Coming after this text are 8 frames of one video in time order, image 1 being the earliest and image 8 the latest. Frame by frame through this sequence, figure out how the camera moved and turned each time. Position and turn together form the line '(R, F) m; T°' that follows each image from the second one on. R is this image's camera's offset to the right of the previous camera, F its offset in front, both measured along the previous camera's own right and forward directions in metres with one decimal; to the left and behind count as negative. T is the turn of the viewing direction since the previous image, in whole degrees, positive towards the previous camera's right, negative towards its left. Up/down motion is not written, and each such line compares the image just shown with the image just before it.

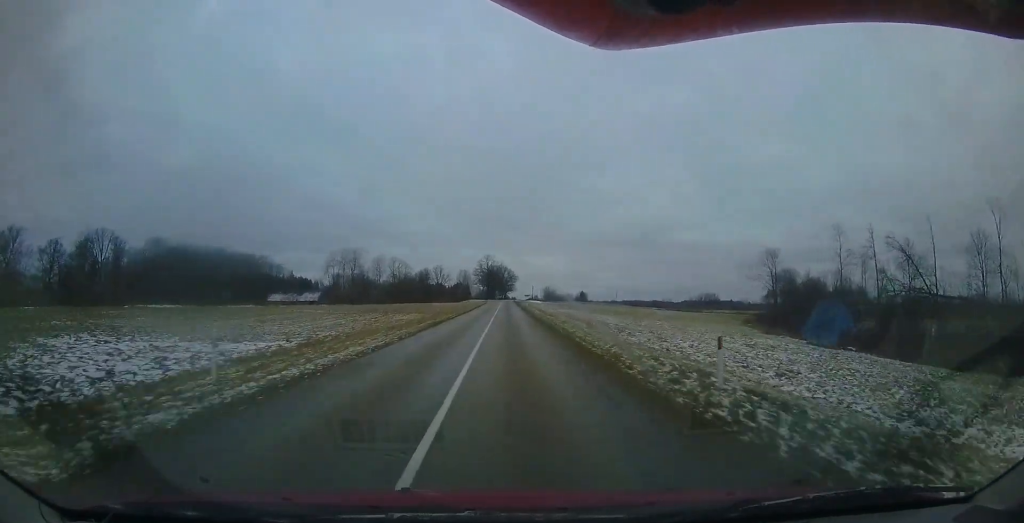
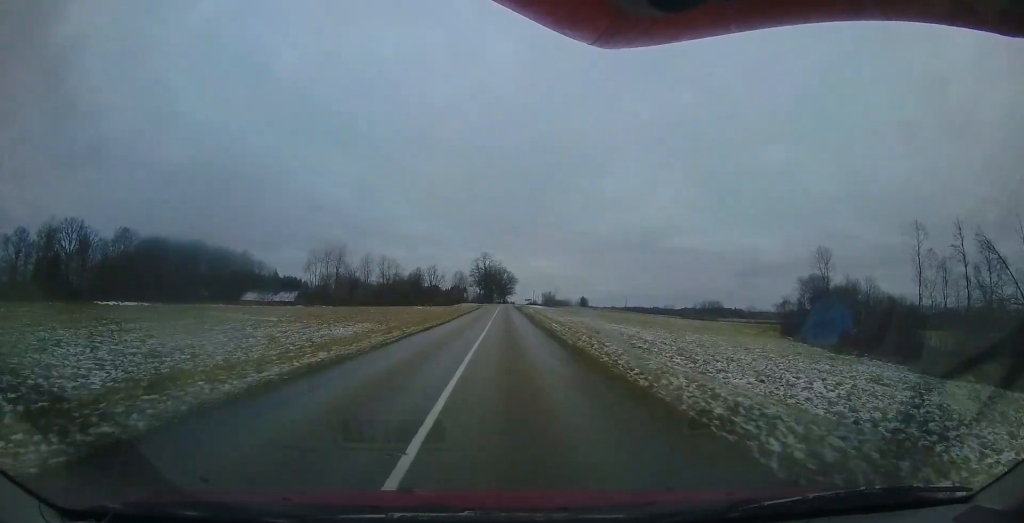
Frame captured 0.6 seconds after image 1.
(+0.2, +13.9) m; 0°
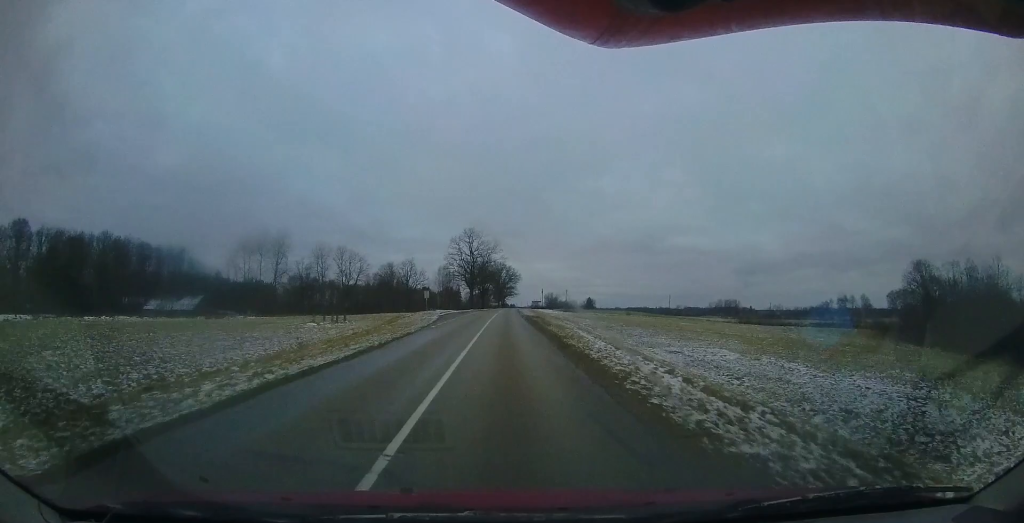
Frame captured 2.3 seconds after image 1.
(+0.1, +39.4) m; +2°
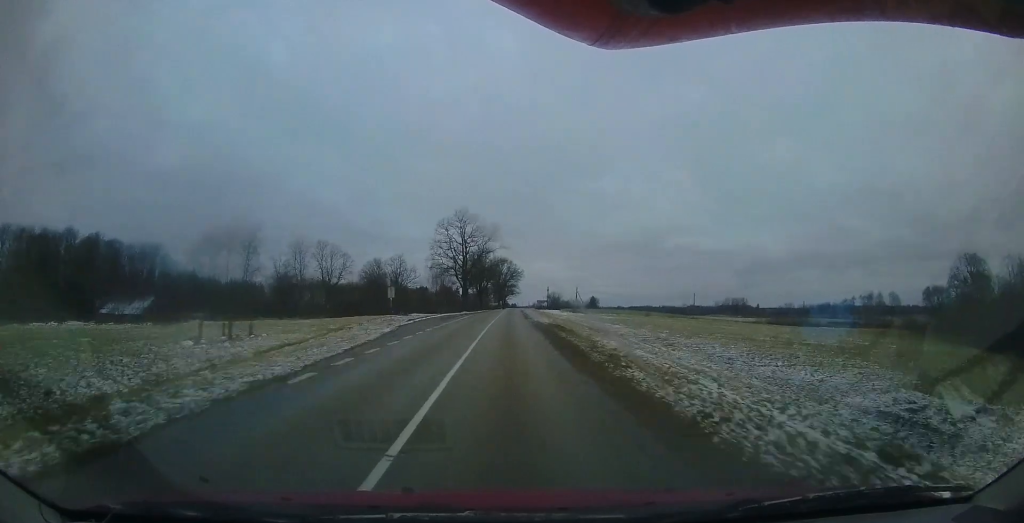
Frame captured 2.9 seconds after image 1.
(+0.6, +14.0) m; 0°
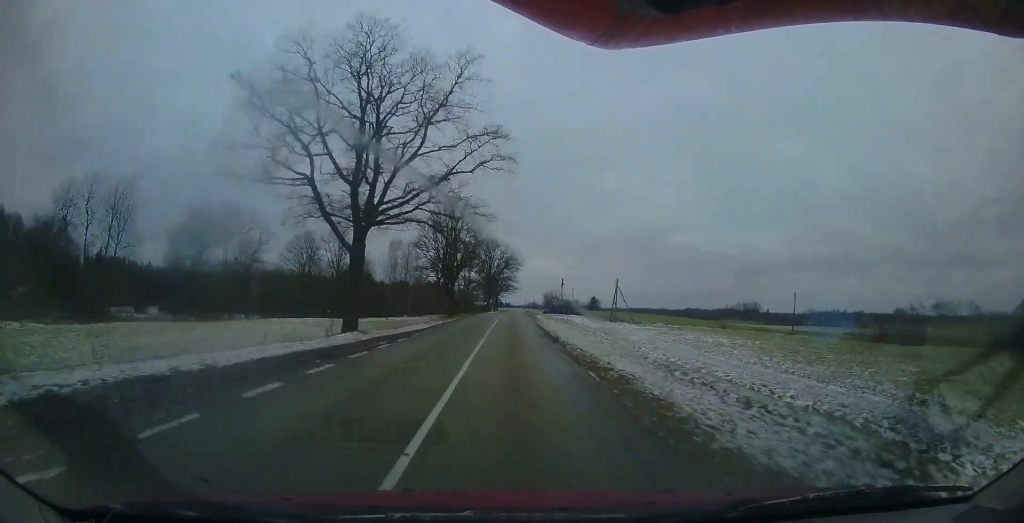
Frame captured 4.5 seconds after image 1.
(-0.8, +38.1) m; -2°
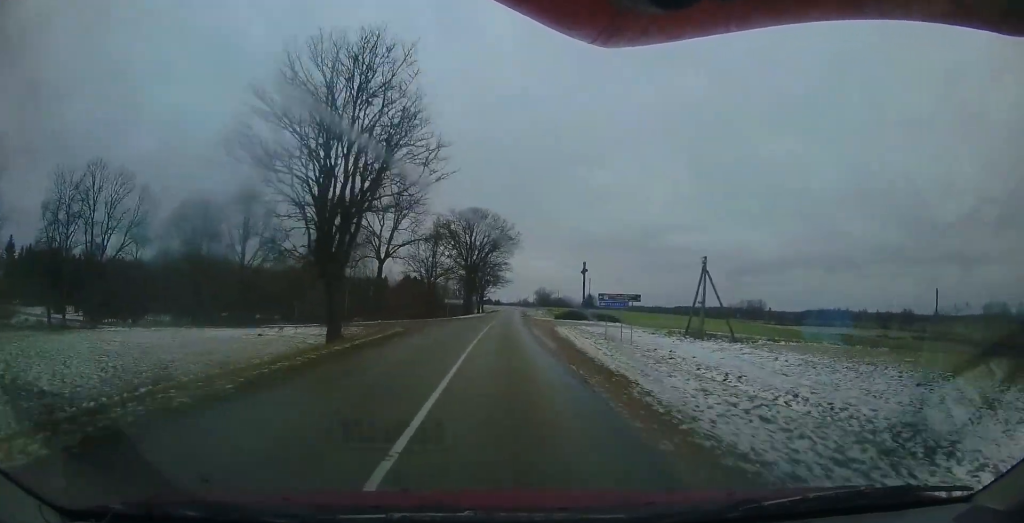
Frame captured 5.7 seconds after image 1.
(+0.2, +28.0) m; +1°
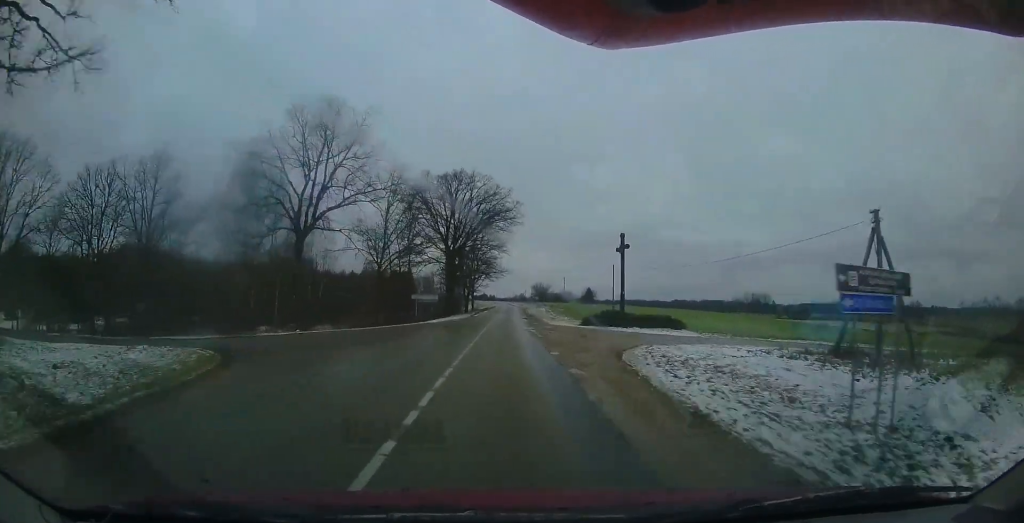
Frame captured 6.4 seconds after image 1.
(+0.1, +16.3) m; 0°
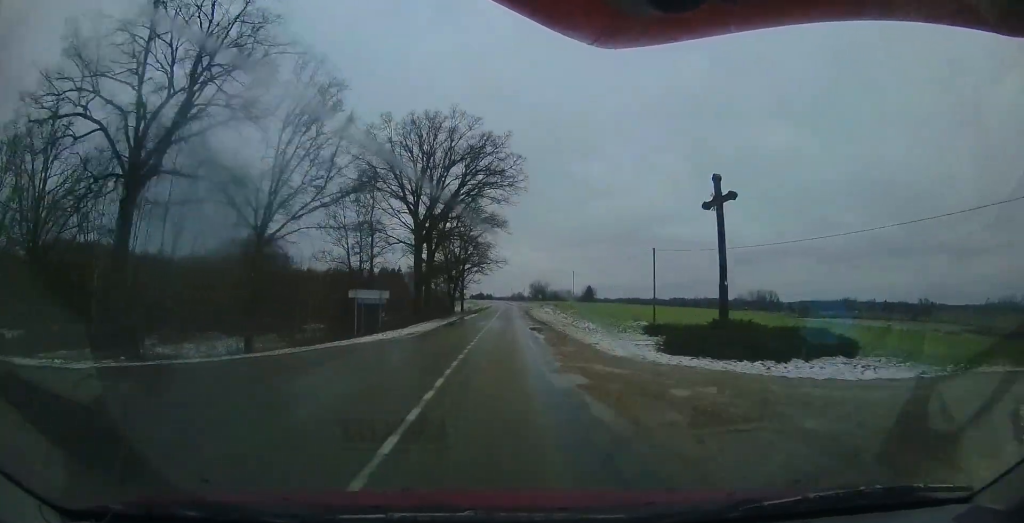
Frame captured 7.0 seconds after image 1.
(-0.1, +14.0) m; 0°
